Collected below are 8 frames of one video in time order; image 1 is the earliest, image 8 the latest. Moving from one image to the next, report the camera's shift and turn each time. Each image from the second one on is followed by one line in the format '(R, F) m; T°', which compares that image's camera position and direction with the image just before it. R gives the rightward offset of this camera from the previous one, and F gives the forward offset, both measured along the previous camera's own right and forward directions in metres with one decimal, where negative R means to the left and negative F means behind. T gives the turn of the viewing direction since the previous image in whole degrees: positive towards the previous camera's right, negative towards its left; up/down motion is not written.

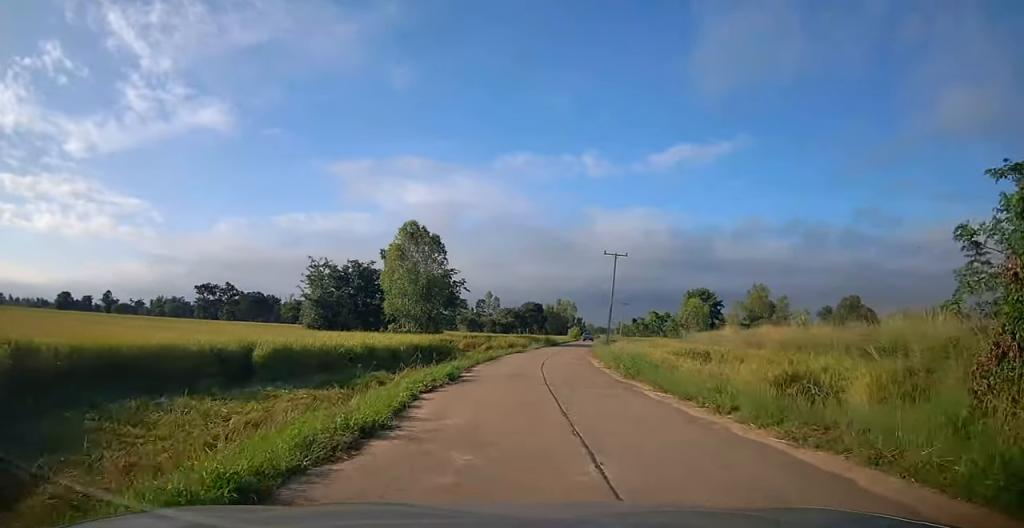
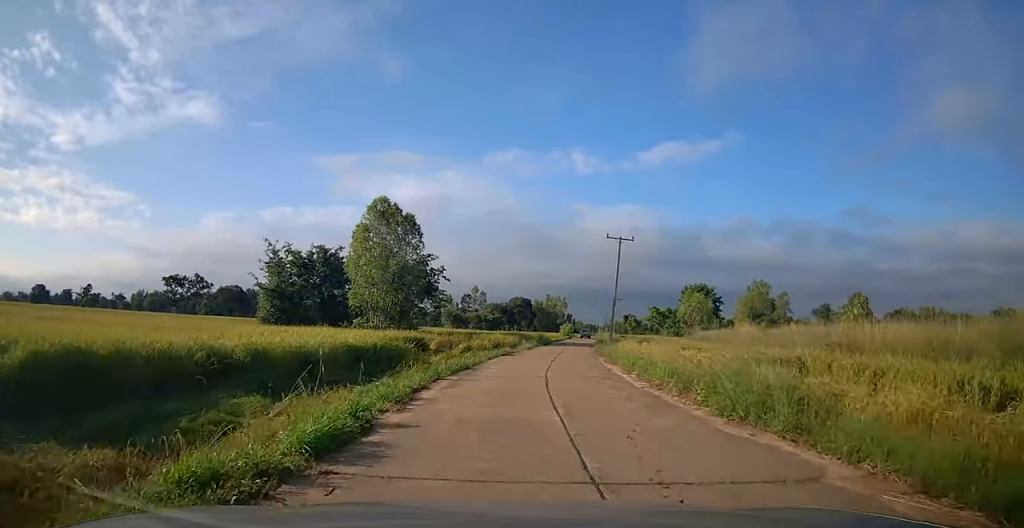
(+0.7, +8.8) m; +4°
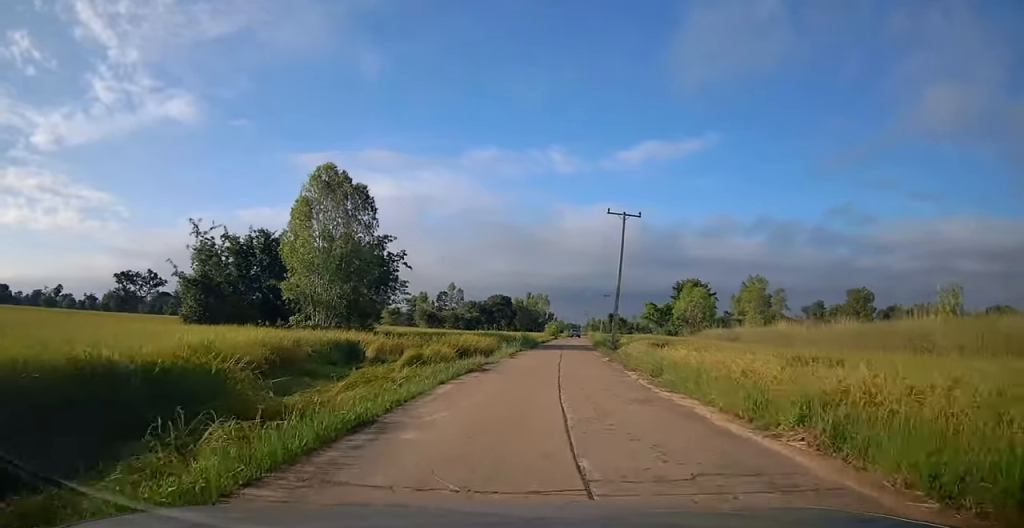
(-0.1, +10.6) m; -1°
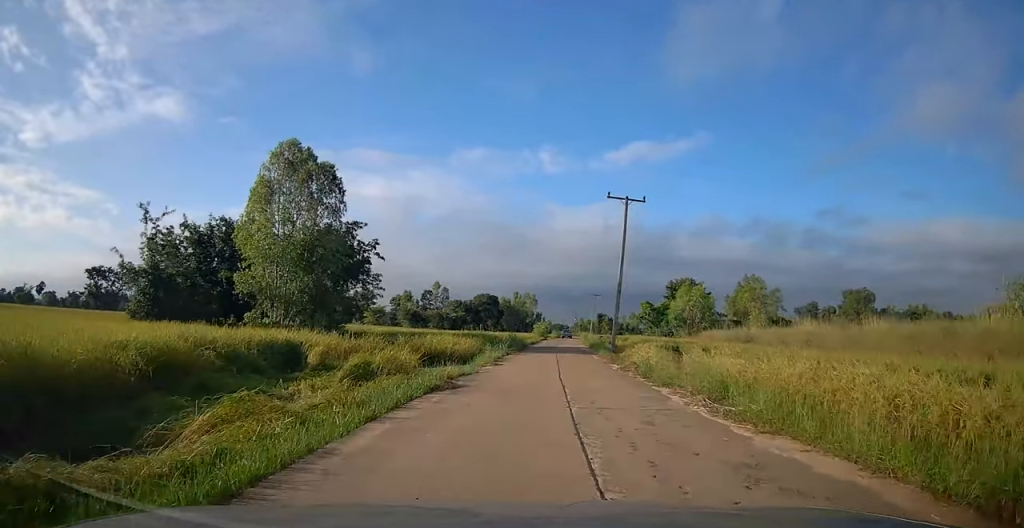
(0.0, +5.2) m; +1°
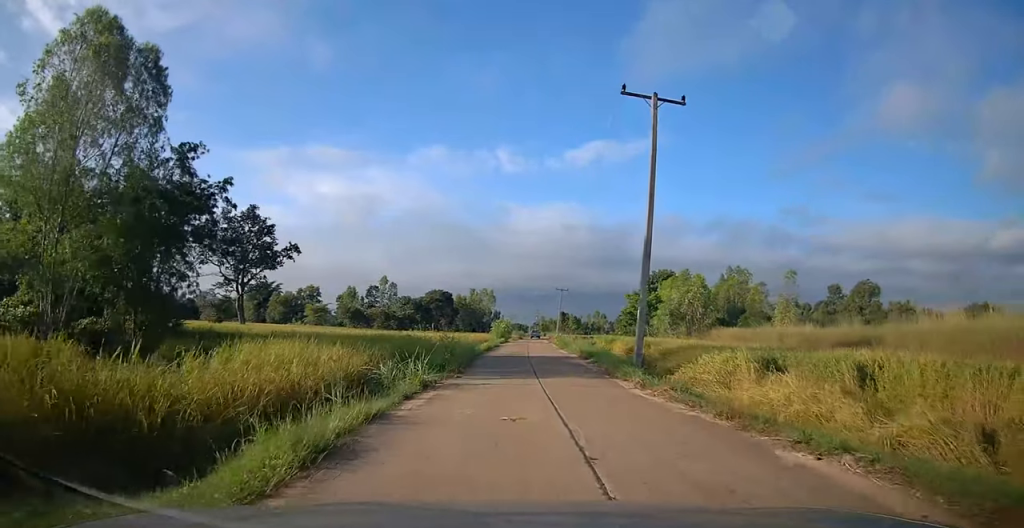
(+1.1, +16.4) m; +8°
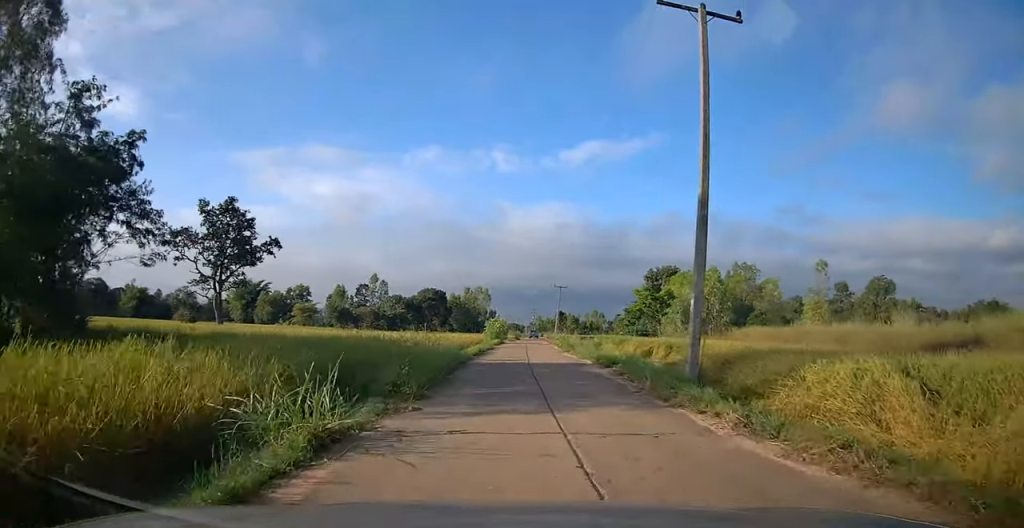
(0.0, +6.2) m; 0°
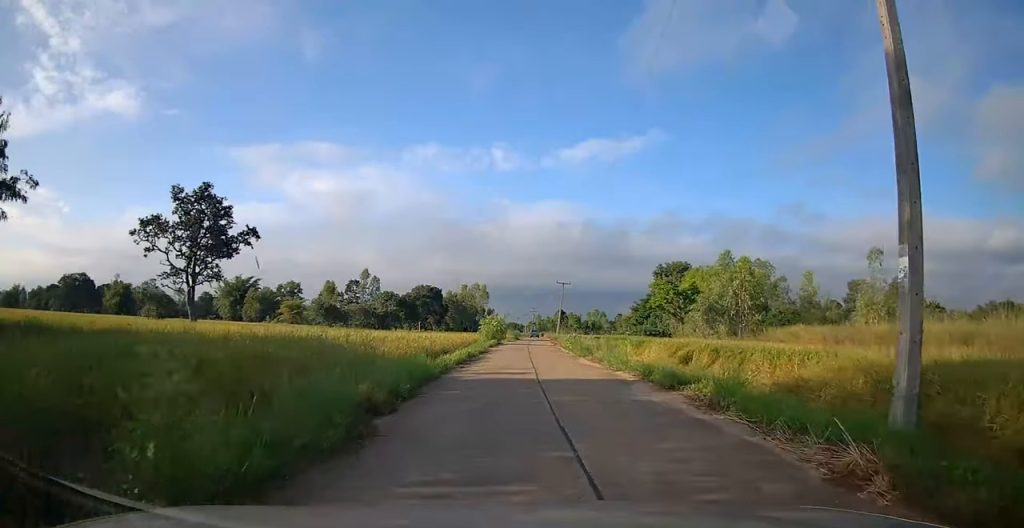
(0.0, +7.6) m; -2°
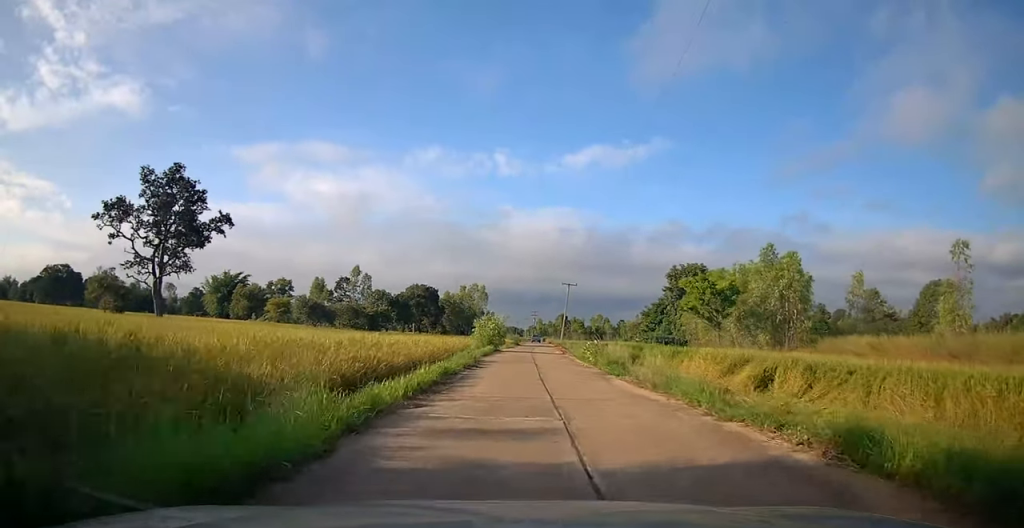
(-0.2, +8.4) m; -3°
